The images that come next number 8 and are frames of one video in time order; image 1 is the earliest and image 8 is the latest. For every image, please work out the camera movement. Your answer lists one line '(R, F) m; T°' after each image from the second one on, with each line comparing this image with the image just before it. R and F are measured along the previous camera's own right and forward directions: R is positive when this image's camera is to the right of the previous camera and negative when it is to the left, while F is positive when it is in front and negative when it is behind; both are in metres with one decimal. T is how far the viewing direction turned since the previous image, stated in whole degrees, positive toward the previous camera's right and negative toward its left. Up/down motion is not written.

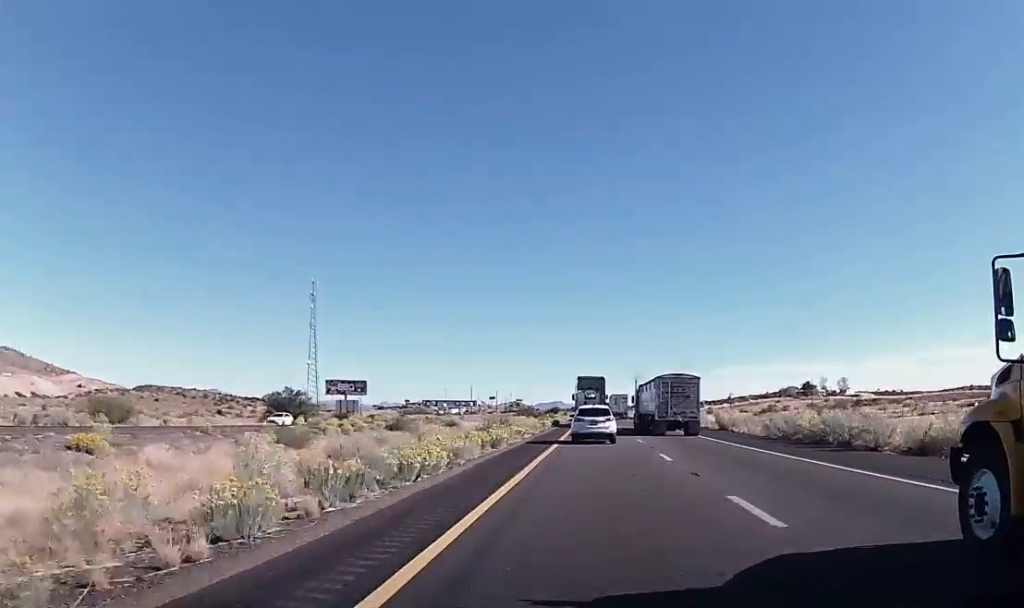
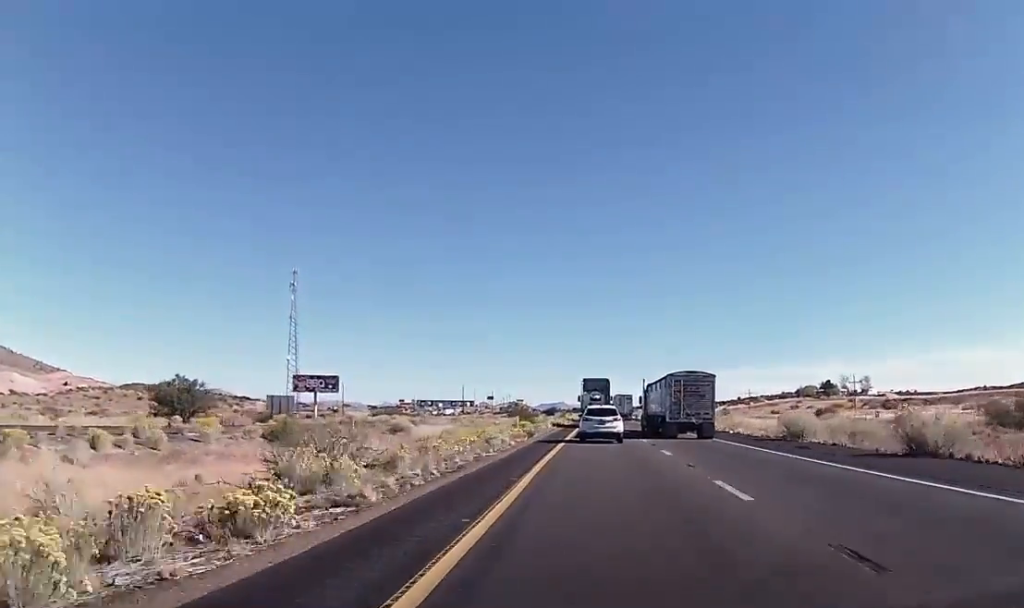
(-0.3, +34.3) m; 0°
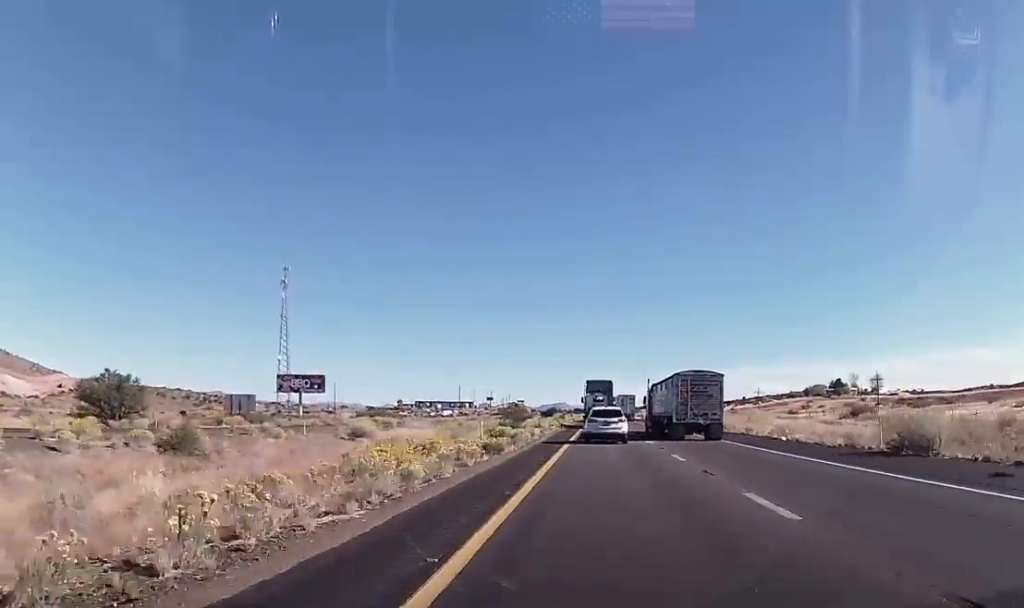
(+0.2, +14.8) m; 0°
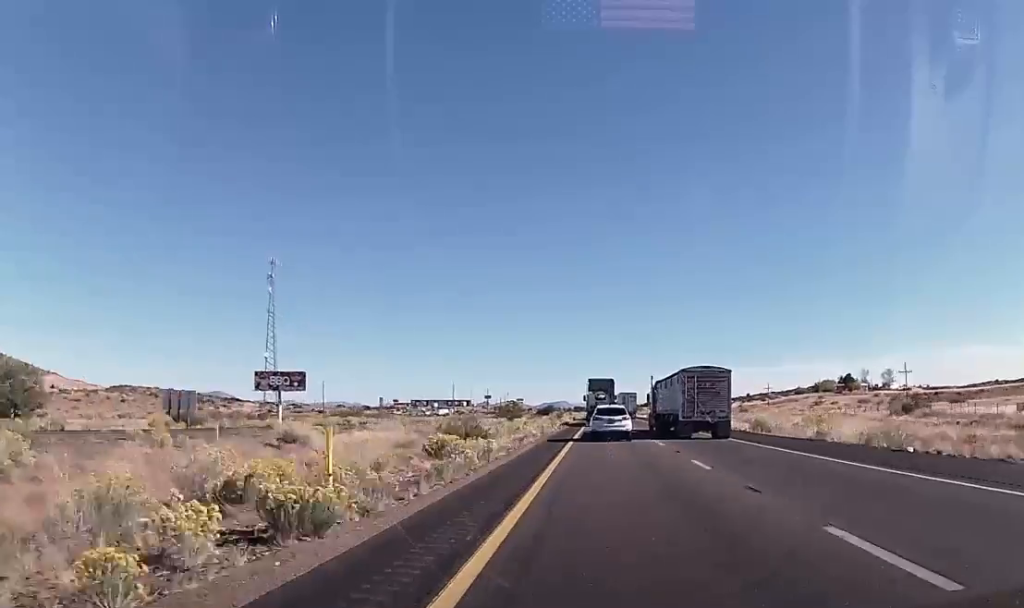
(0.0, +16.6) m; 0°
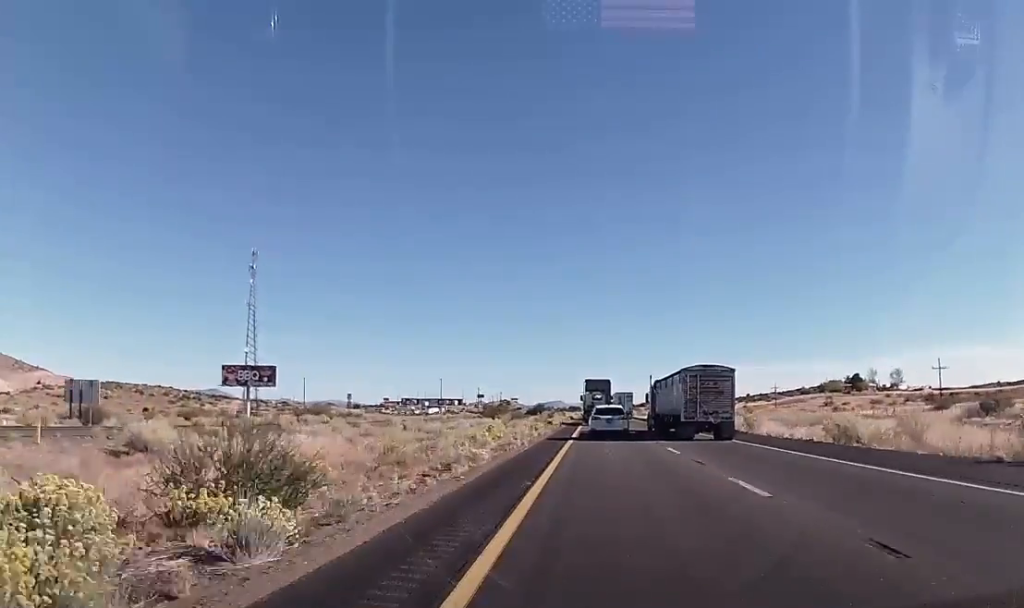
(-0.1, +18.3) m; 0°
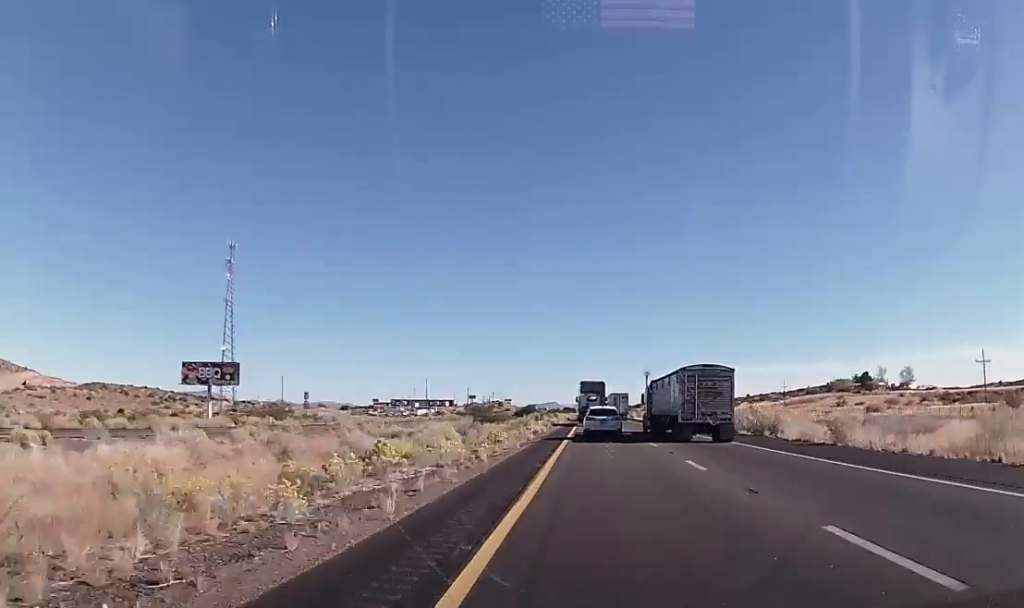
(+0.2, +19.1) m; 0°
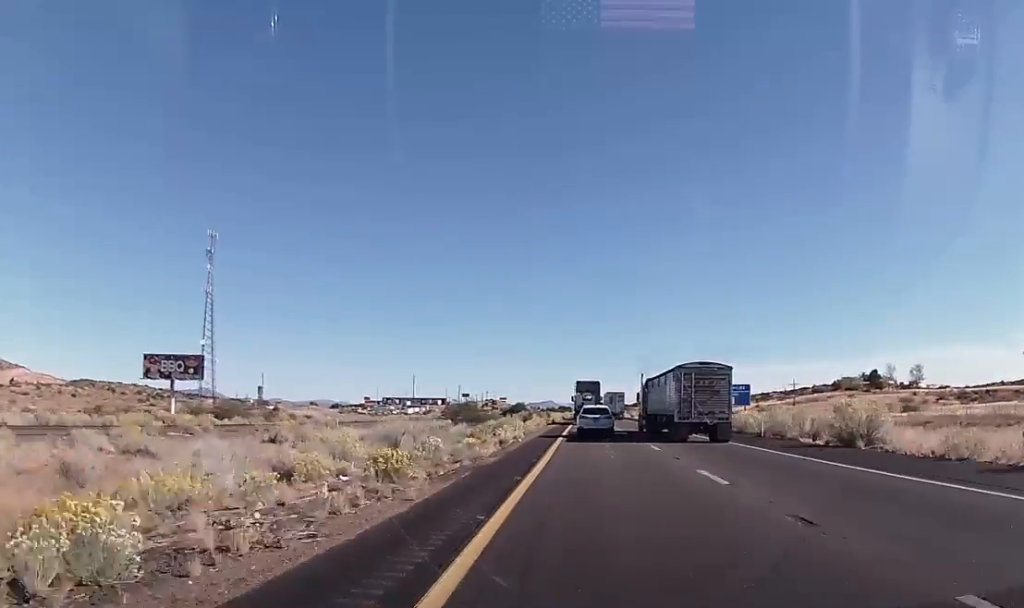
(0.0, +16.2) m; 0°
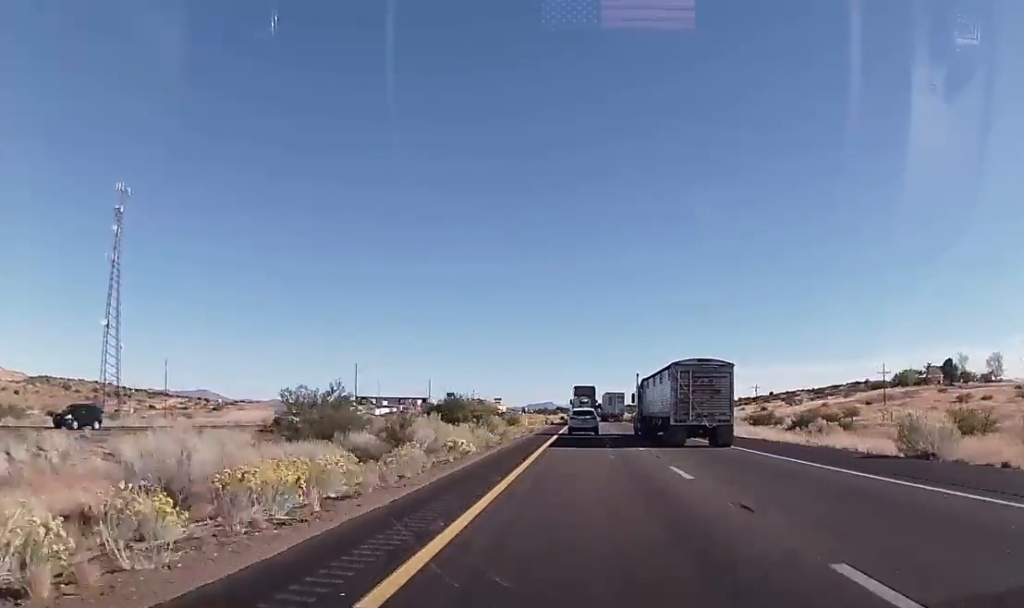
(+0.6, +72.6) m; +1°
